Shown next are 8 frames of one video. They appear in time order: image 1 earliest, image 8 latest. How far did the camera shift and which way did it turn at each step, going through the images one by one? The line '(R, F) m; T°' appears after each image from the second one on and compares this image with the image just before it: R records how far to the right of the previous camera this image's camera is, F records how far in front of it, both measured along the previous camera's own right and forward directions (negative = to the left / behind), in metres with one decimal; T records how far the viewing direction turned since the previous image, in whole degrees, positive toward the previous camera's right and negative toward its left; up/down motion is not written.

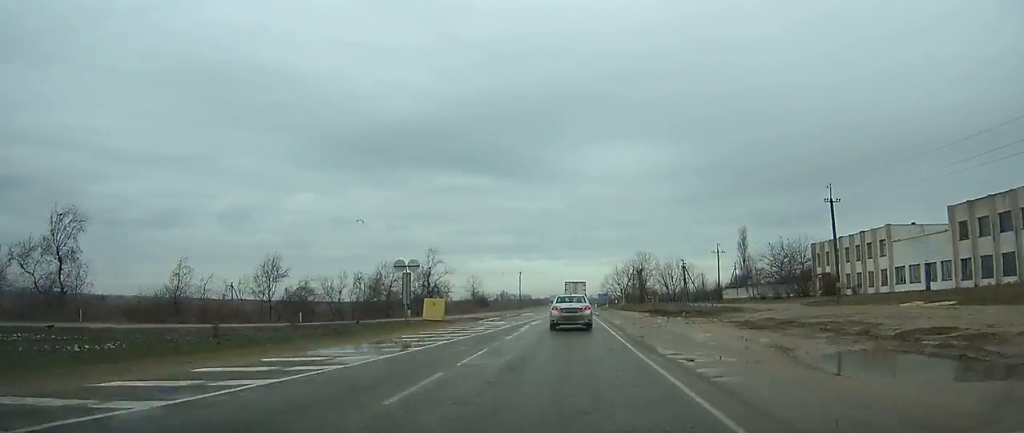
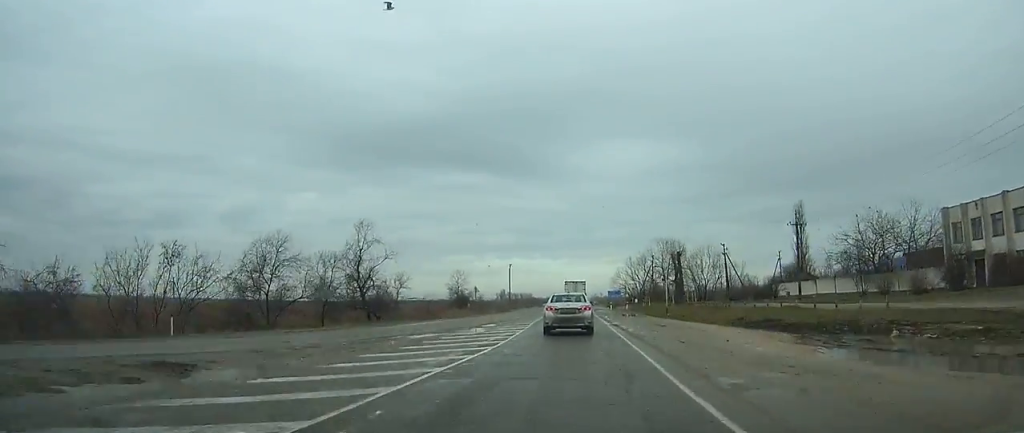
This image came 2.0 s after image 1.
(-0.1, +31.6) m; 0°
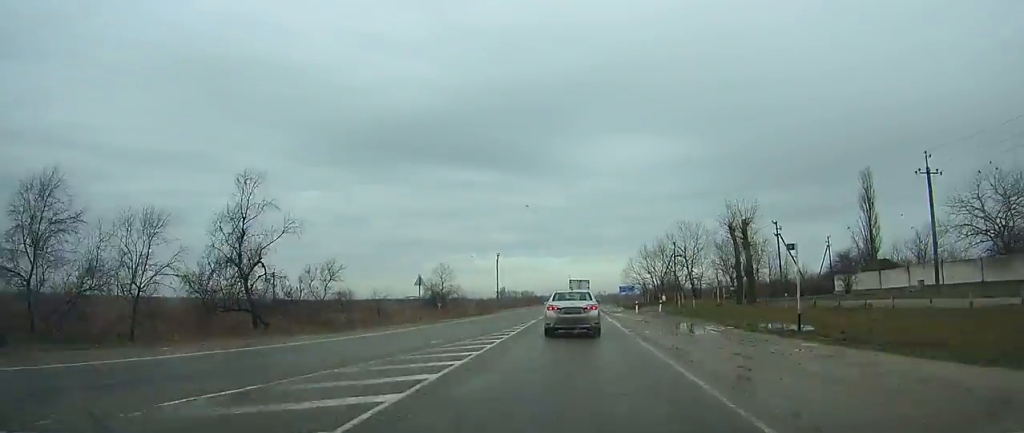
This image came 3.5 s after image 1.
(0.0, +23.6) m; 0°
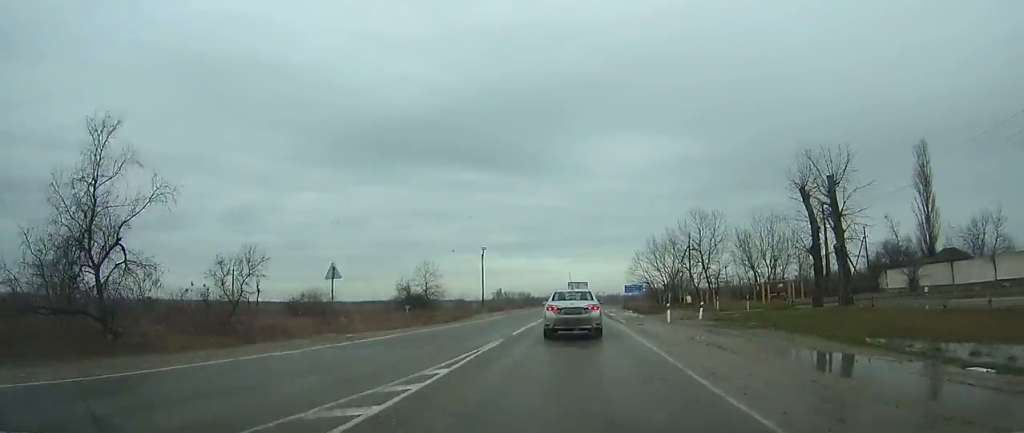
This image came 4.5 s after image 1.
(0.0, +14.2) m; 0°
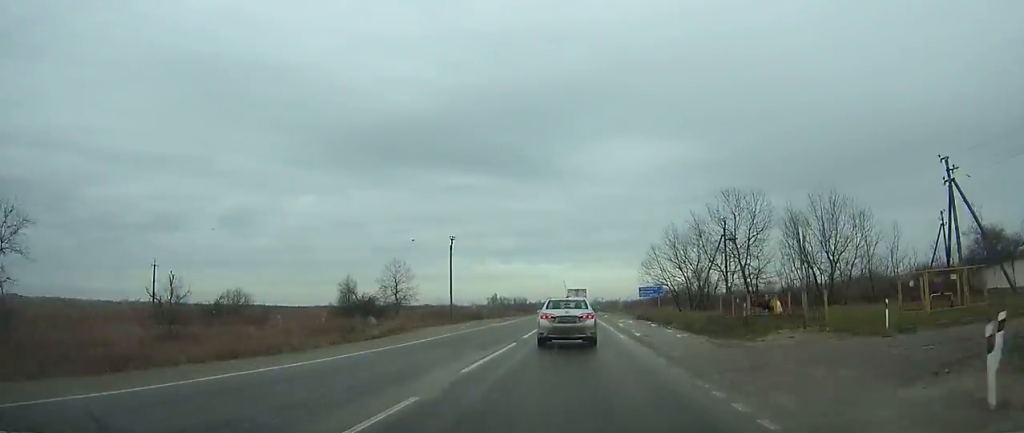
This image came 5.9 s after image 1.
(+0.1, +21.2) m; 0°
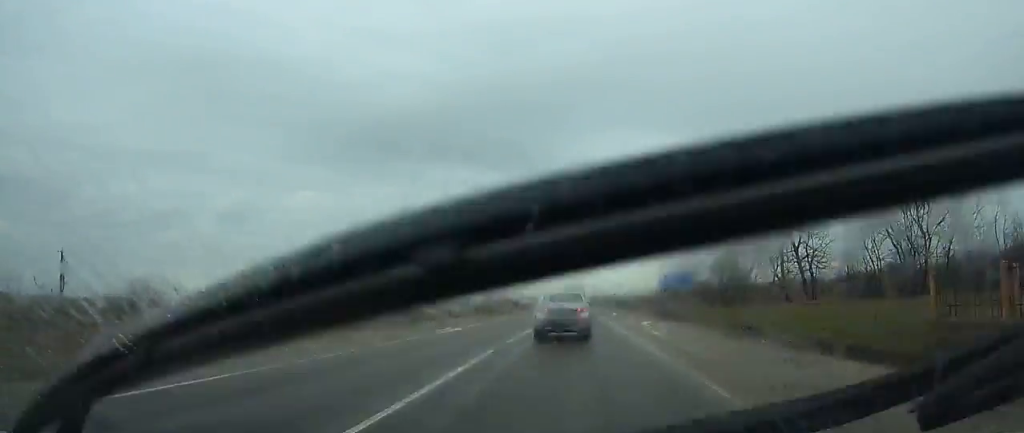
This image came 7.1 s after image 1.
(0.0, +18.3) m; 0°
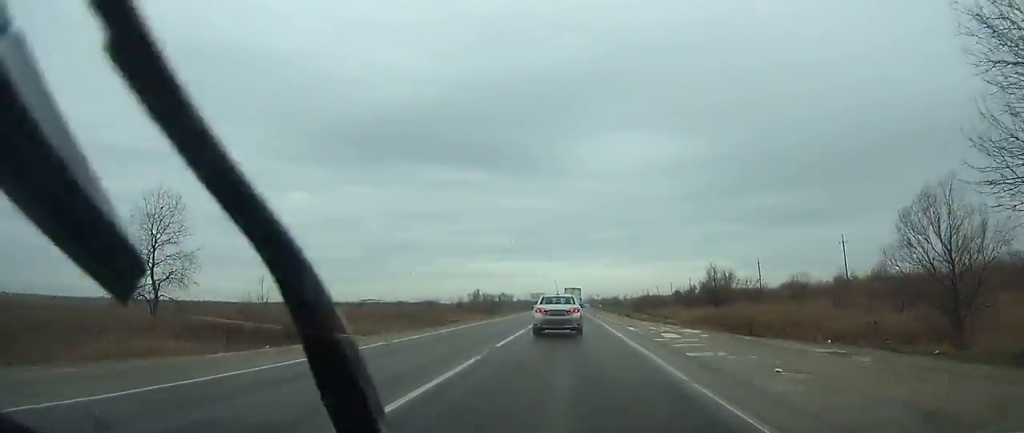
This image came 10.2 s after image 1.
(-0.2, +48.8) m; -1°
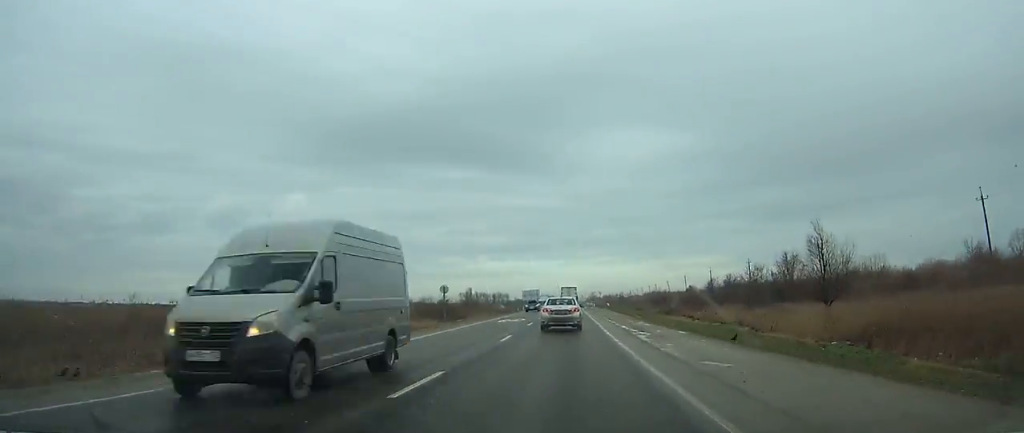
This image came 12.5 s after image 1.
(-0.2, +38.7) m; 0°
